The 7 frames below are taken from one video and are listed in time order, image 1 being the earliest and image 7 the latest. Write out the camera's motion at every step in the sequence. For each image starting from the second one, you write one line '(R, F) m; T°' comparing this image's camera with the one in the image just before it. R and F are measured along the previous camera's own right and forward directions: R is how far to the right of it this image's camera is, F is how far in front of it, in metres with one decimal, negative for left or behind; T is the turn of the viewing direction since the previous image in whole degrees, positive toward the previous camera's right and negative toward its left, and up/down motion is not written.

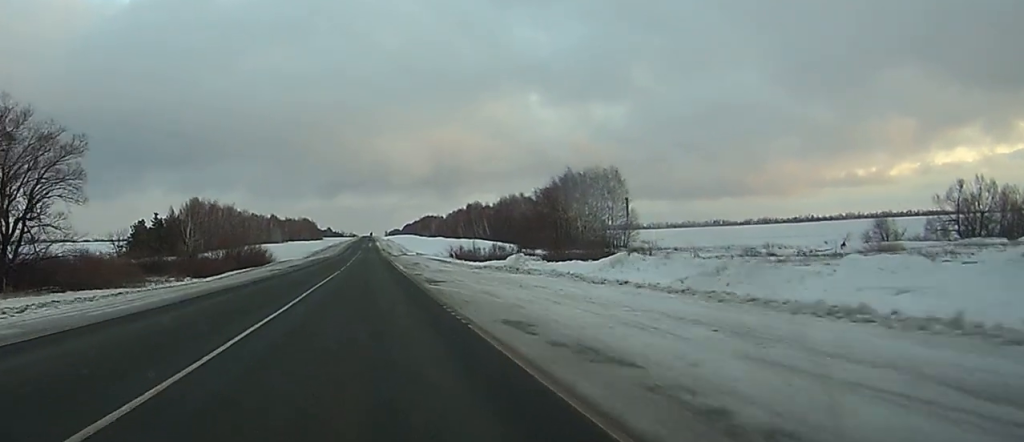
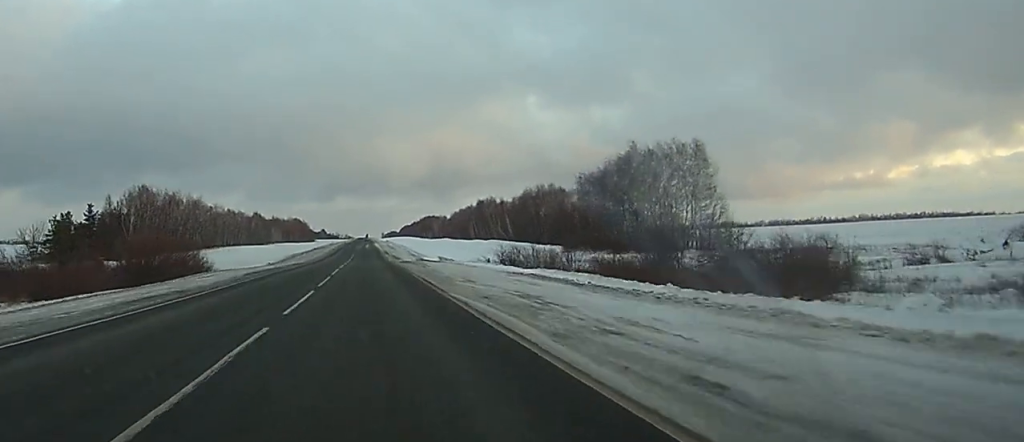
(0.0, +50.2) m; 0°
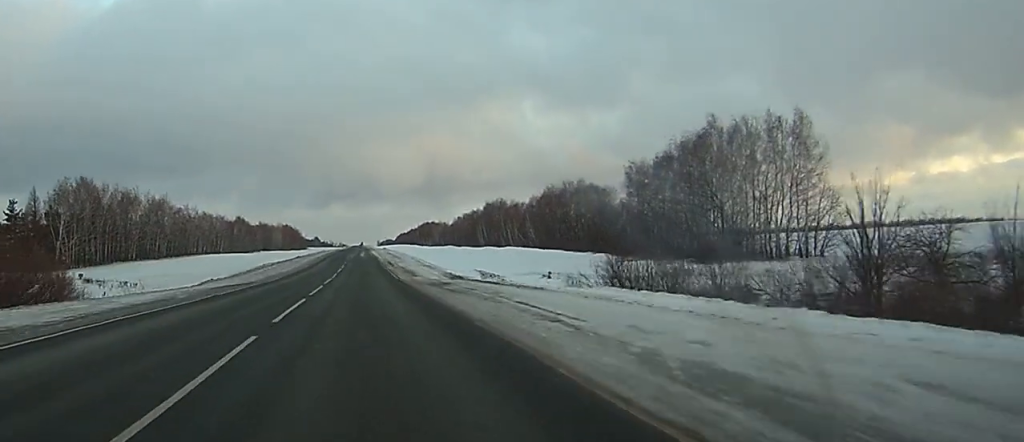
(-0.1, +36.5) m; 0°
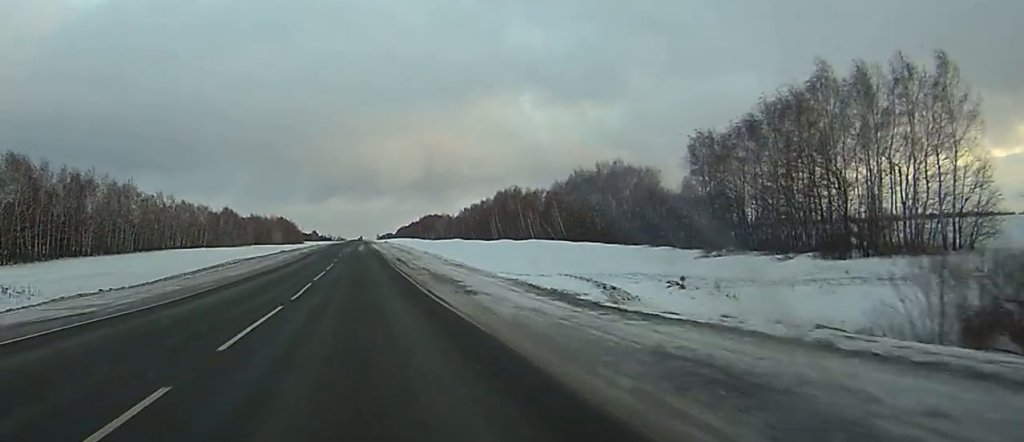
(+0.1, +29.0) m; 0°
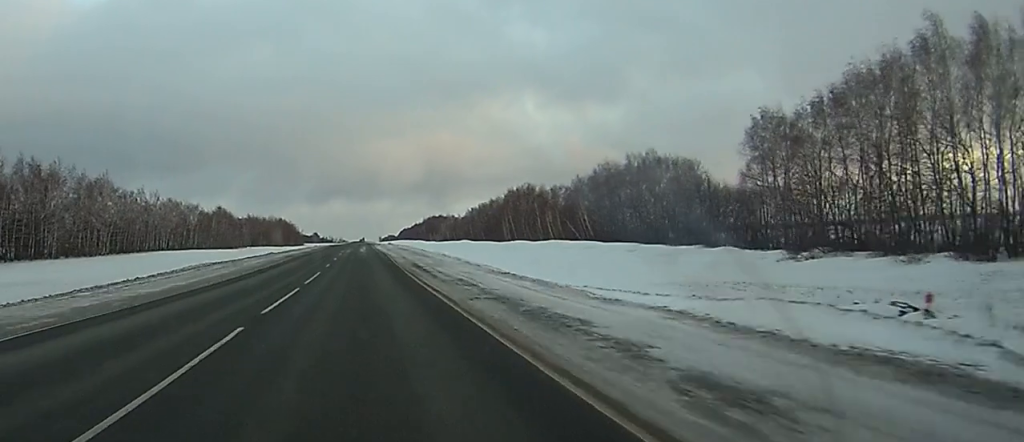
(+0.1, +18.3) m; 0°
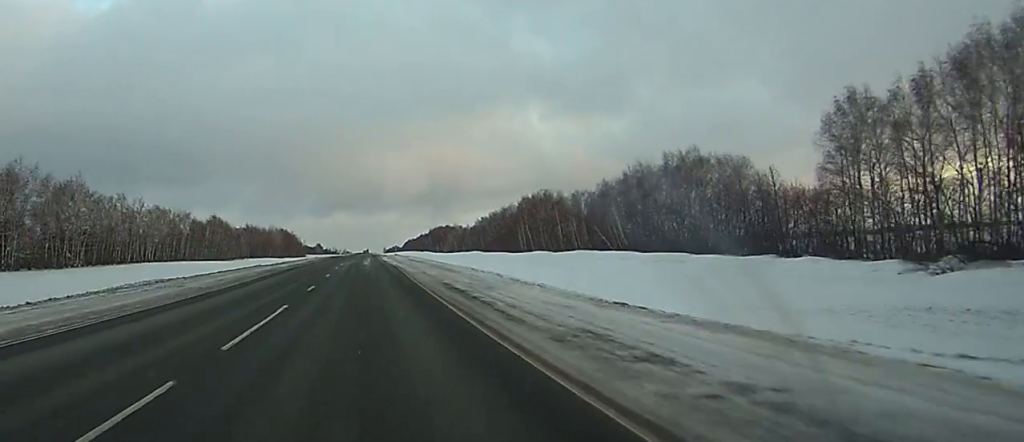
(0.0, +17.2) m; 0°
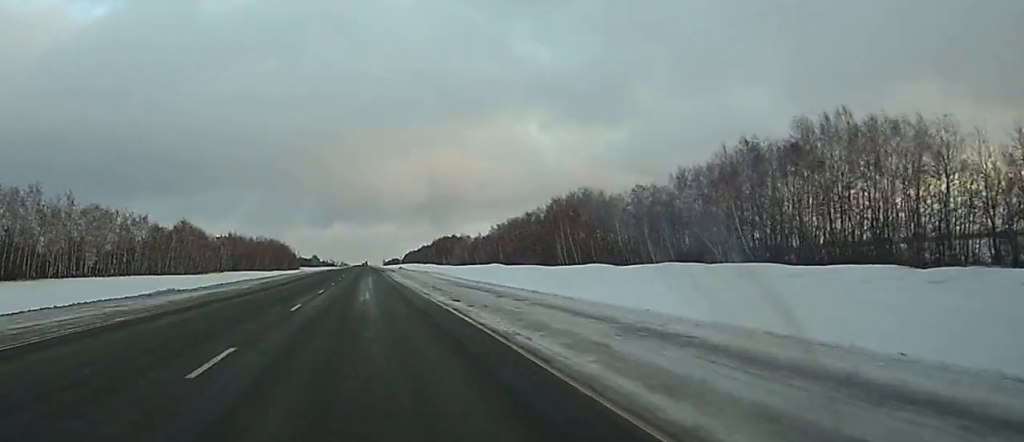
(-0.1, +43.0) m; 0°
